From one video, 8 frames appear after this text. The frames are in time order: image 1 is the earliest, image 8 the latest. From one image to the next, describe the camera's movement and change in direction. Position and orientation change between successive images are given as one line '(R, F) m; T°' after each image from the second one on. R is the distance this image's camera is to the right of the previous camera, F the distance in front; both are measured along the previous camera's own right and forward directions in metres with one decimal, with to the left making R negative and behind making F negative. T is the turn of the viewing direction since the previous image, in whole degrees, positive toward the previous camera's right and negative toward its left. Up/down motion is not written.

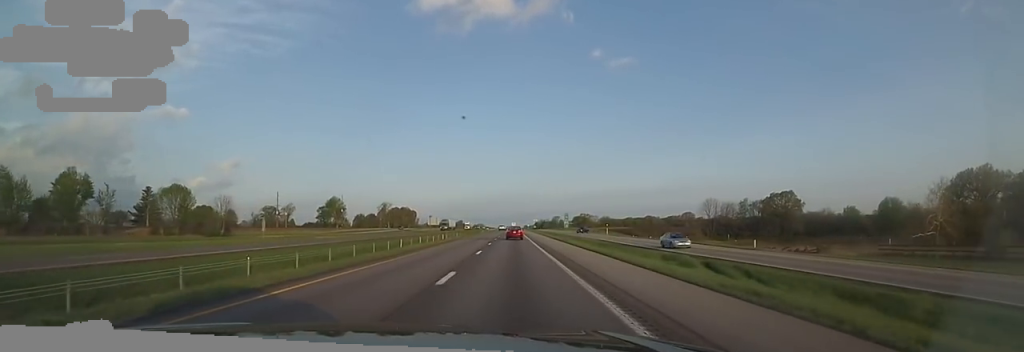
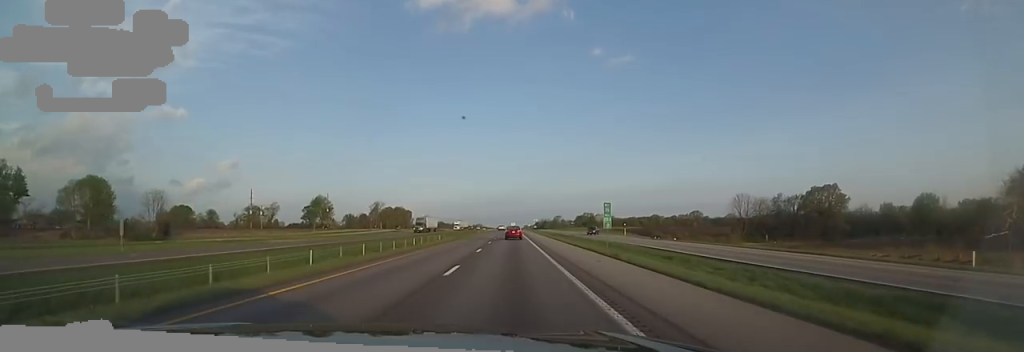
(+0.8, +22.0) m; +1°
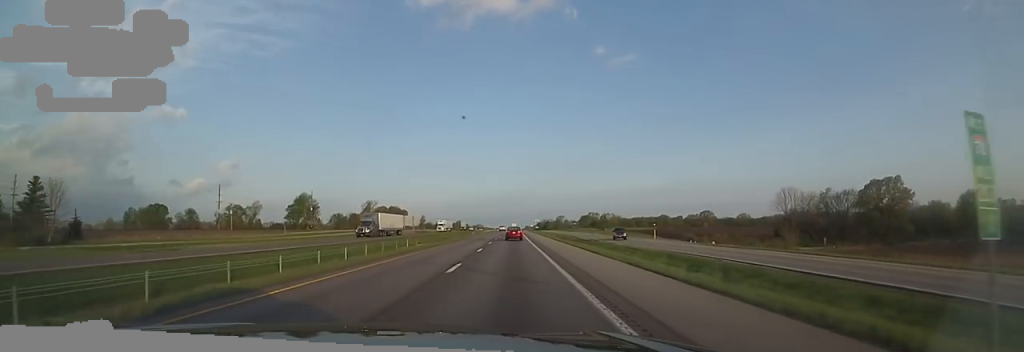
(-0.2, +22.7) m; +1°
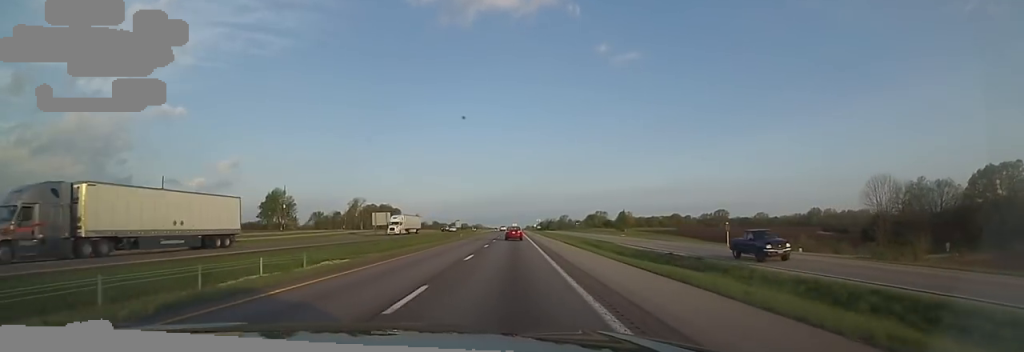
(+0.5, +29.9) m; +1°
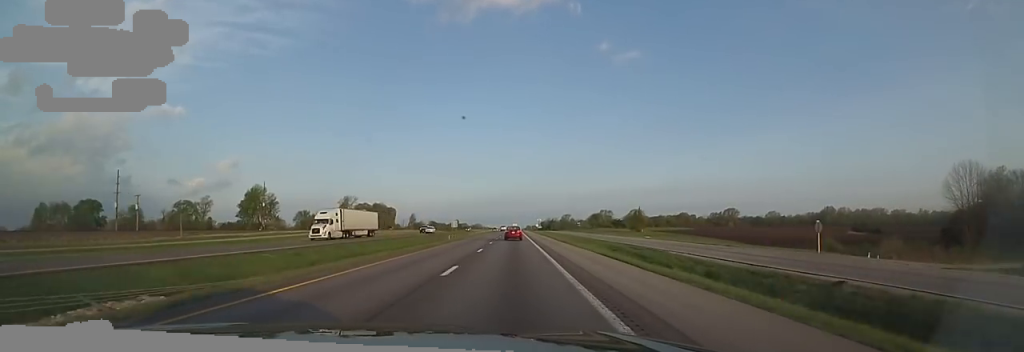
(+0.2, +18.1) m; 0°
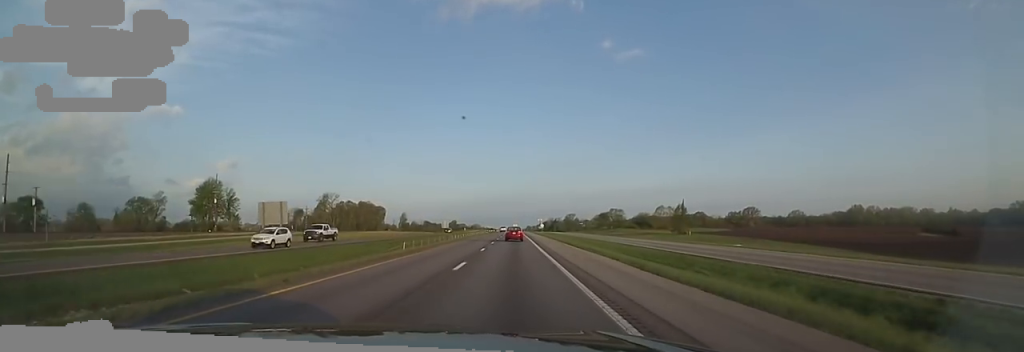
(-0.6, +33.5) m; -1°
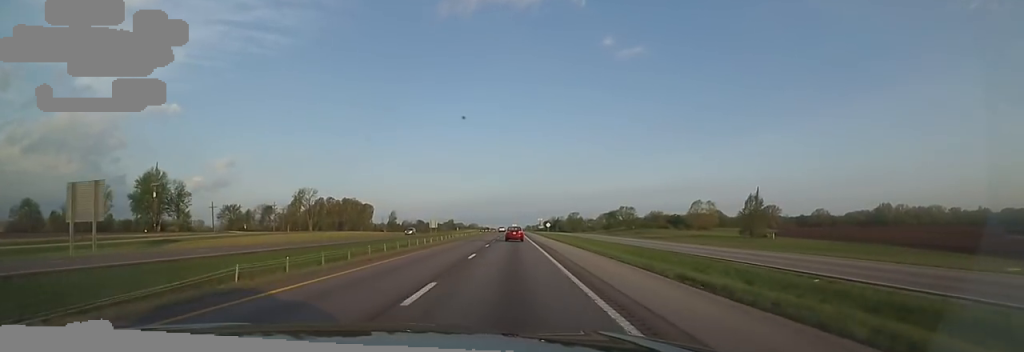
(-0.2, +31.8) m; 0°
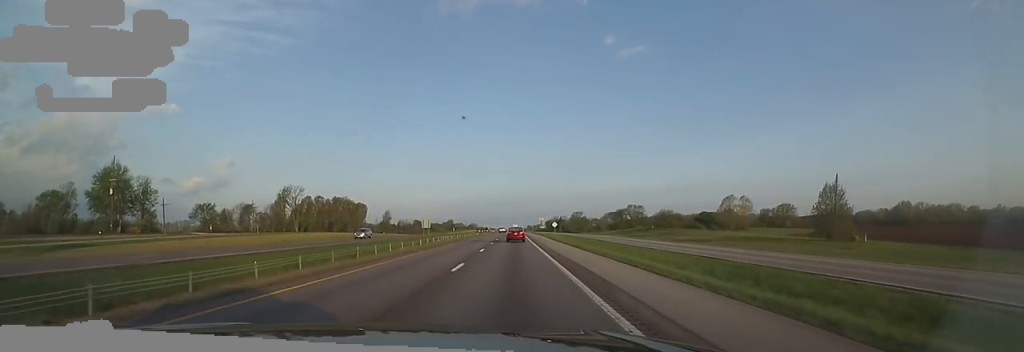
(+0.3, +17.6) m; -1°
